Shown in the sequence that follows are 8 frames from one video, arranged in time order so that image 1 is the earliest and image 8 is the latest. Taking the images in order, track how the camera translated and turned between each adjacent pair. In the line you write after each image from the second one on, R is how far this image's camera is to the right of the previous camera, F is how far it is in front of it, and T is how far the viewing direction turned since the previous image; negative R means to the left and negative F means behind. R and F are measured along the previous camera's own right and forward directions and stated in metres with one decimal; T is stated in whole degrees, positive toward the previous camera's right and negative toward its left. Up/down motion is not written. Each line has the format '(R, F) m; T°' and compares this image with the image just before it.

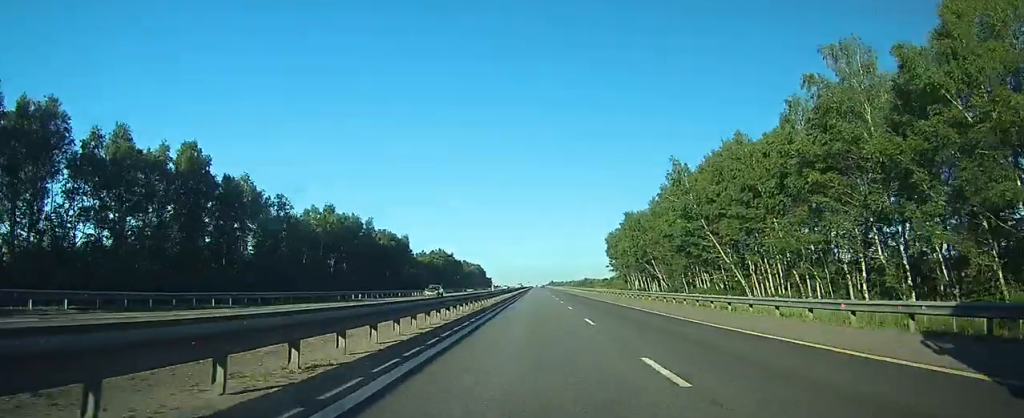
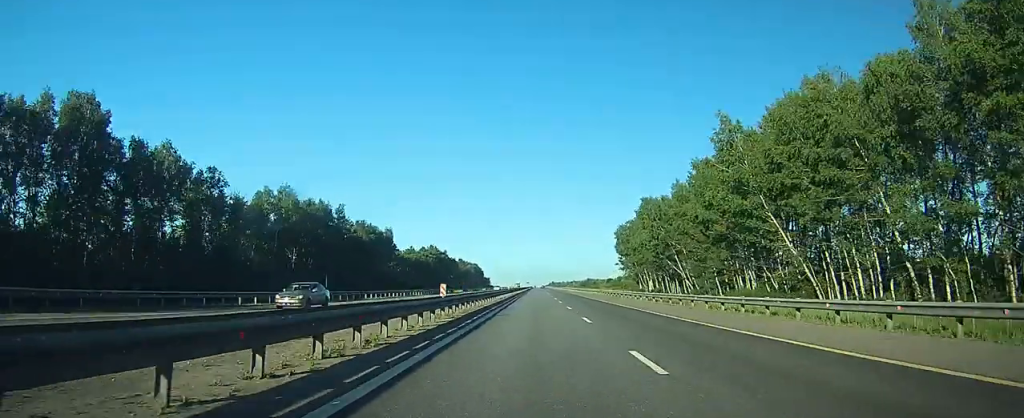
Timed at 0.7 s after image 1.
(0.0, +22.8) m; 0°
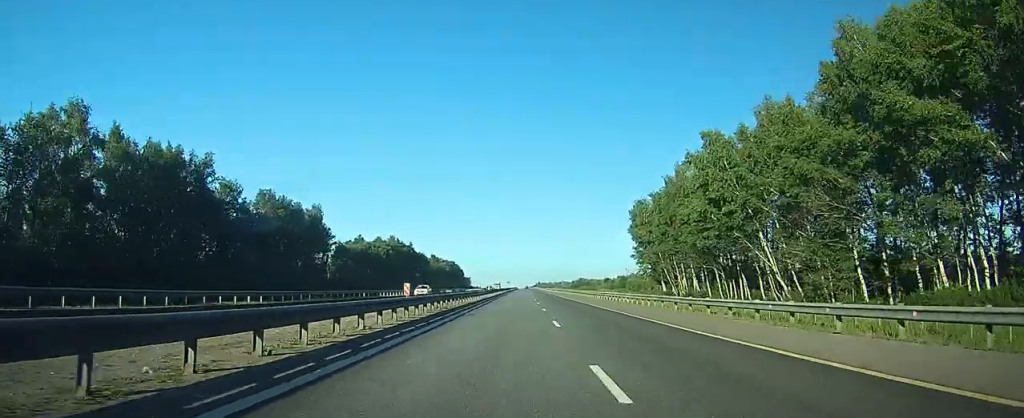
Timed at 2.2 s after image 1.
(0.0, +49.9) m; 0°
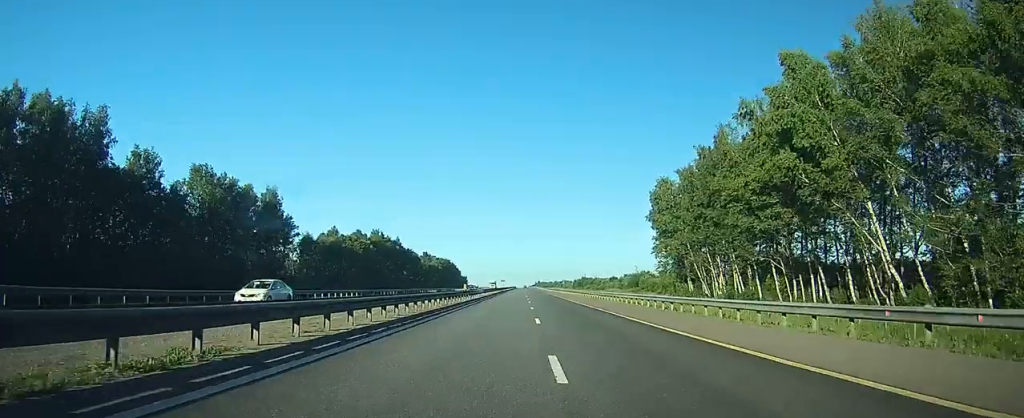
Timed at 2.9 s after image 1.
(+0.1, +22.6) m; 0°
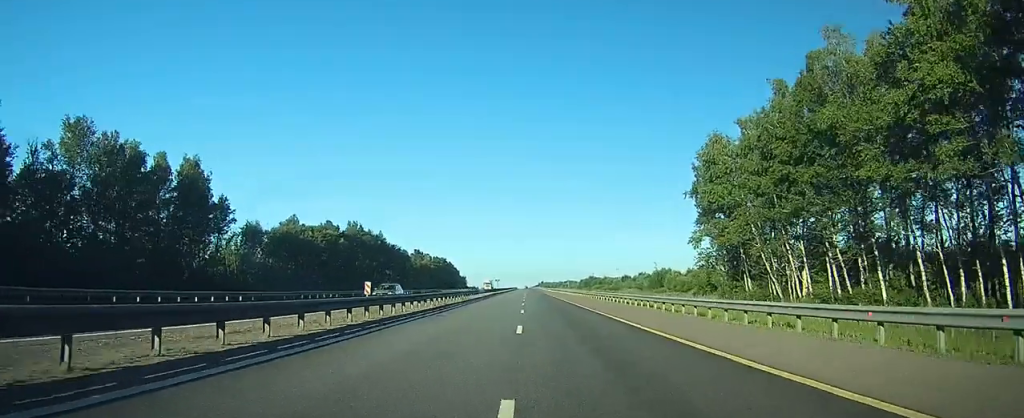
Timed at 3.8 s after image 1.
(+0.2, +28.0) m; 0°
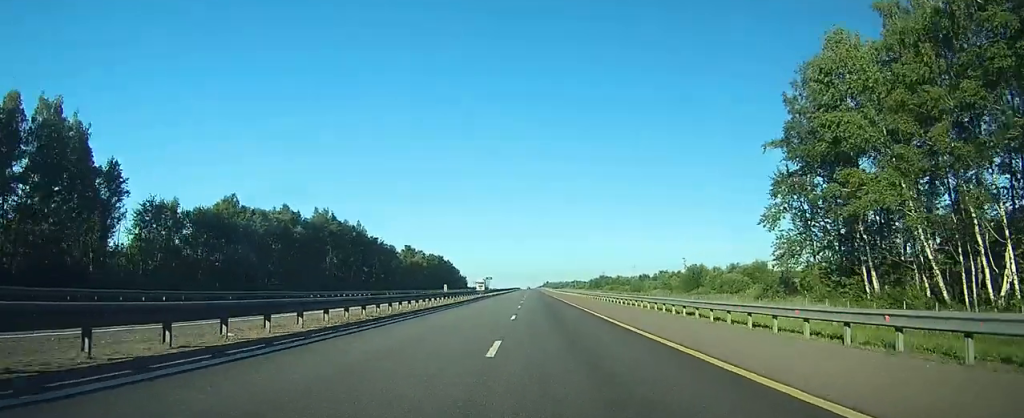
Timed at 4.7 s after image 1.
(+0.1, +28.9) m; 0°
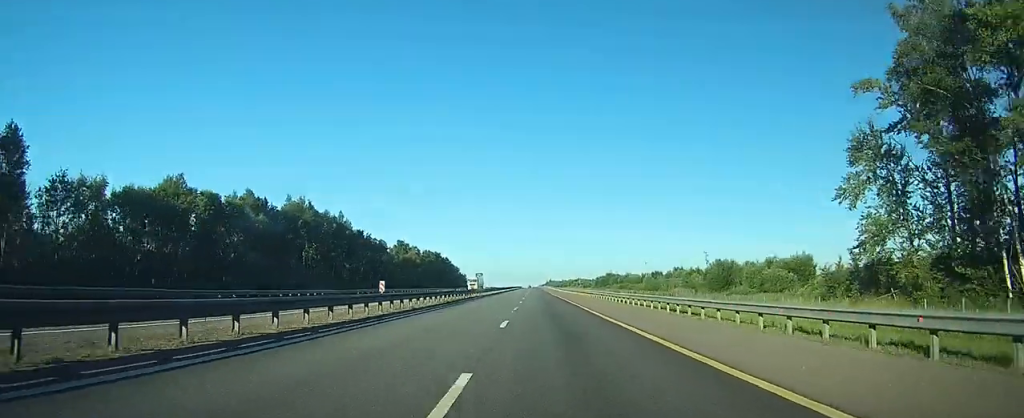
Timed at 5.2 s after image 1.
(-0.1, +17.0) m; 0°
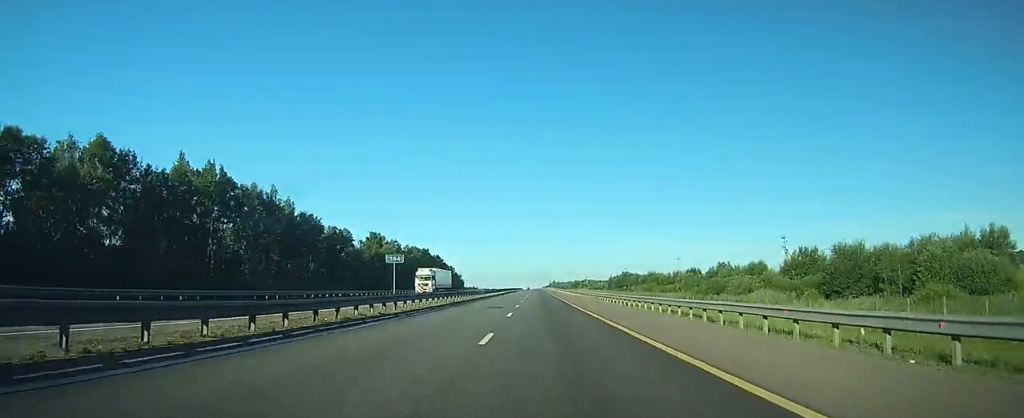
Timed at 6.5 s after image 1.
(-0.1, +40.2) m; -1°
